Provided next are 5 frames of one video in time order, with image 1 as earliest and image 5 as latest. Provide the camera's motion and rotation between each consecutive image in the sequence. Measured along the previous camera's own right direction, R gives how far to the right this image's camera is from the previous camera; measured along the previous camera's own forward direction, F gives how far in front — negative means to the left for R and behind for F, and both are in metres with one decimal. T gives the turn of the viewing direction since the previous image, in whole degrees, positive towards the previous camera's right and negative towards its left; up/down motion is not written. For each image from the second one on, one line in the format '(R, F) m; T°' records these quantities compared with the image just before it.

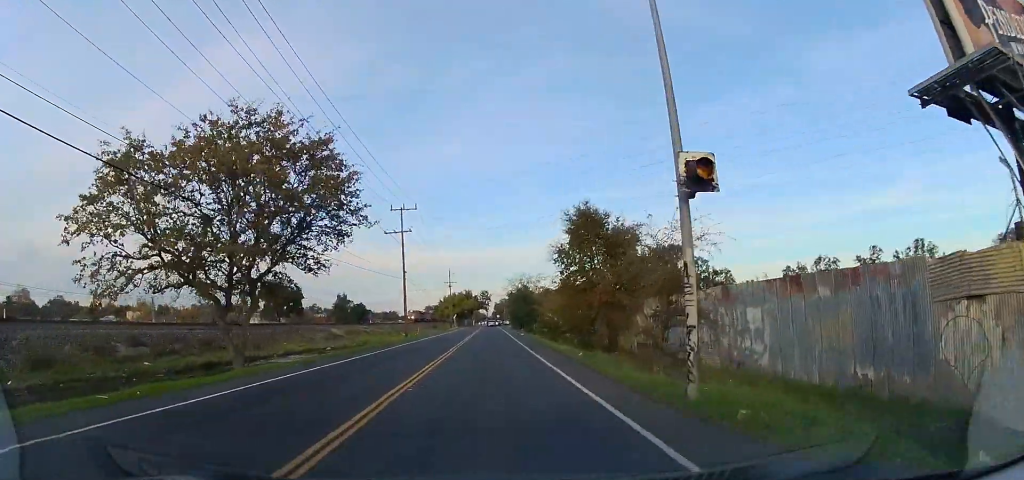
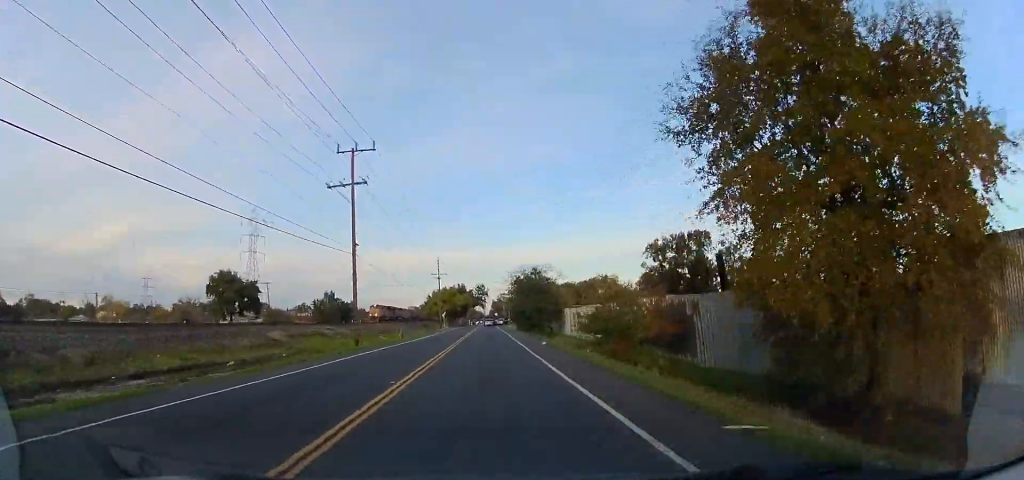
(-1.1, +21.5) m; -3°
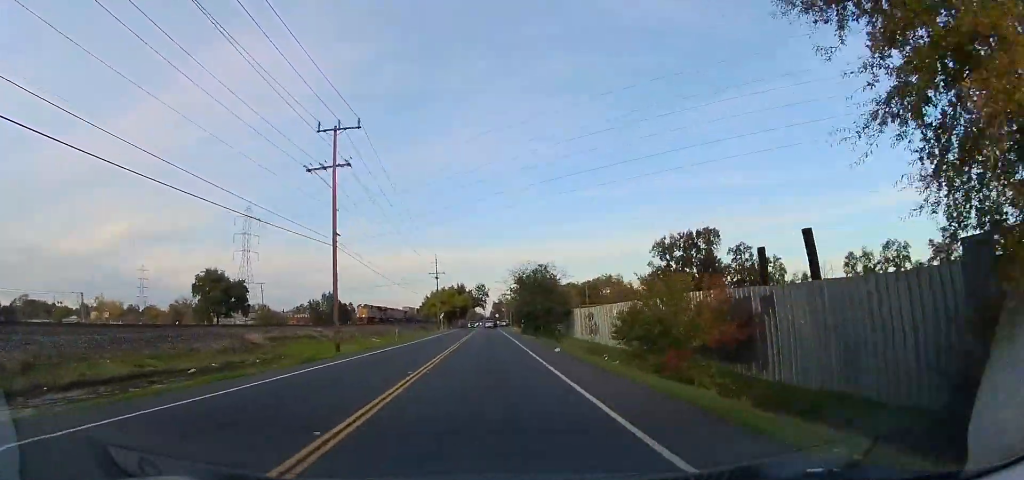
(+0.1, +5.1) m; +1°
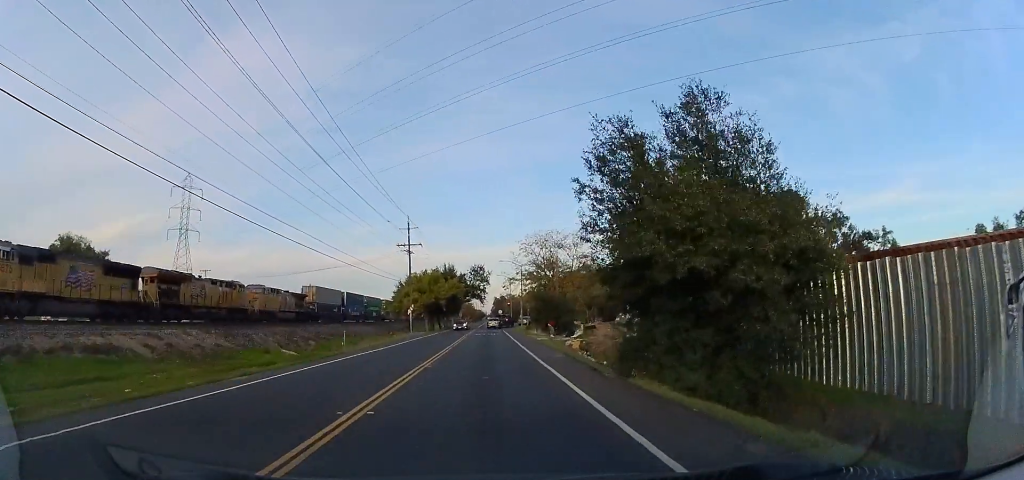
(+0.1, +35.3) m; -4°
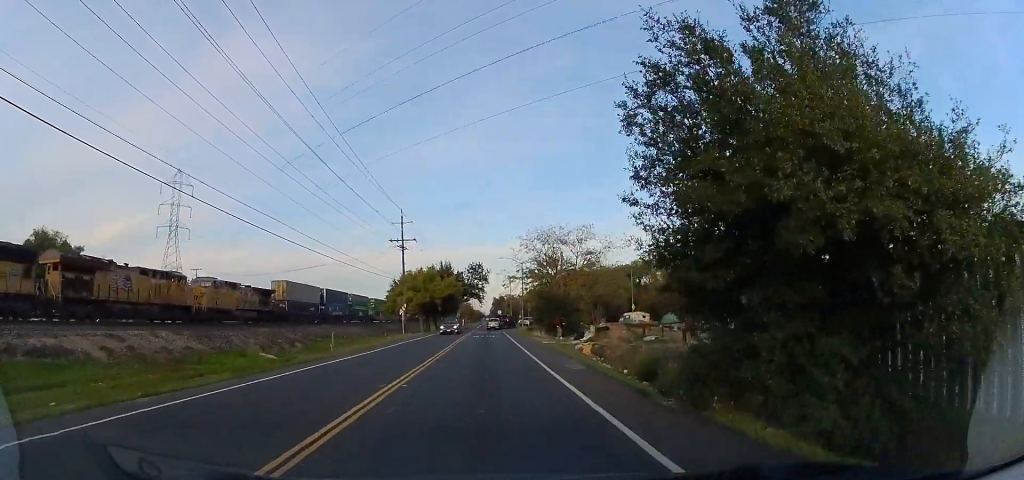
(-0.1, +4.2) m; 0°
